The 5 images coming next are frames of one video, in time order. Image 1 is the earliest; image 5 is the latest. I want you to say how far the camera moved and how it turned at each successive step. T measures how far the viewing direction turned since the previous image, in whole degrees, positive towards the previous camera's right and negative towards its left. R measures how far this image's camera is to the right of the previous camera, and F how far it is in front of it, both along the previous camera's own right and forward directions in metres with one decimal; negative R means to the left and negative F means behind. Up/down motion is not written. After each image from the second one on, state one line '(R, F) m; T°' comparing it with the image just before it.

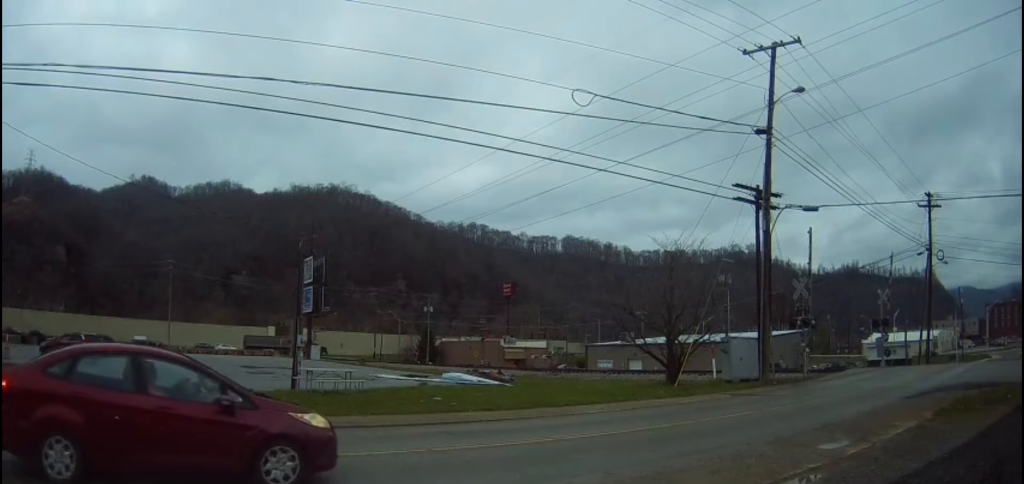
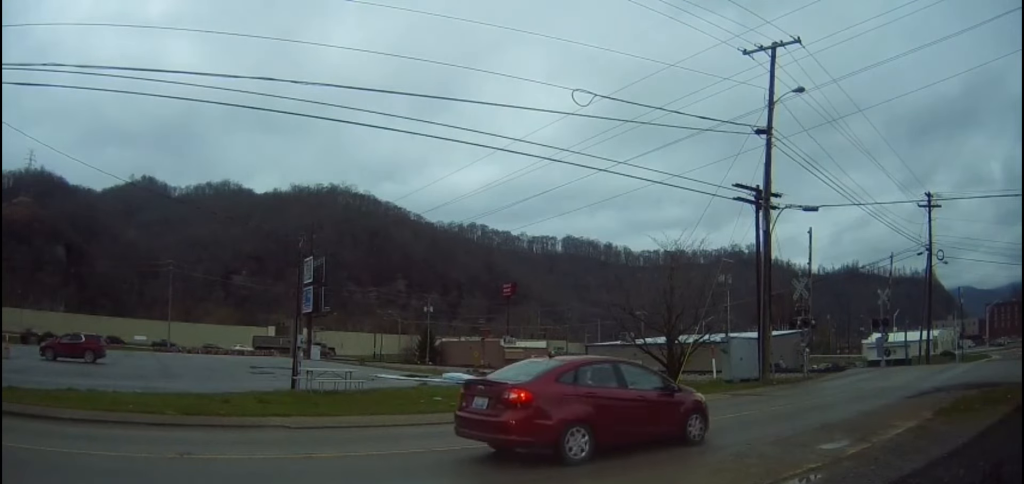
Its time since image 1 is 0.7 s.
(0.0, 0.0) m; 0°
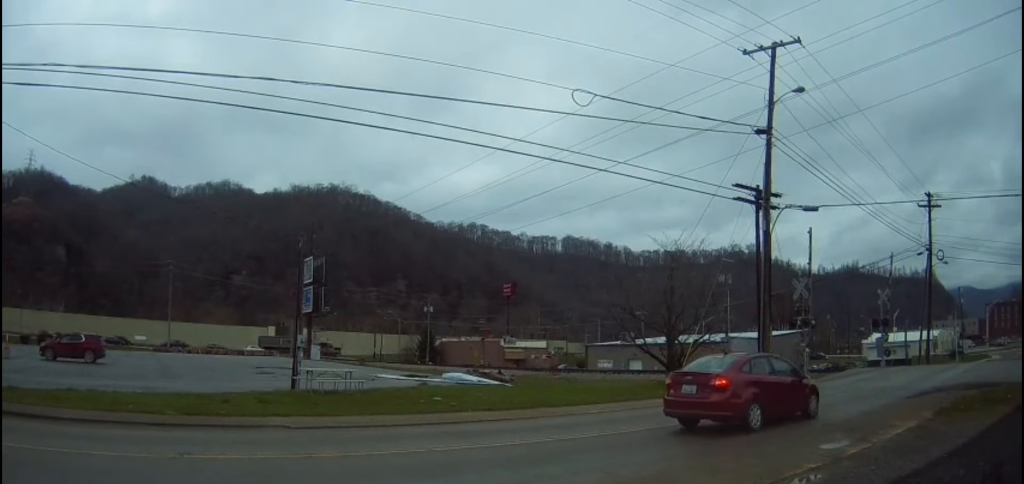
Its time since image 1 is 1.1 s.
(0.0, 0.0) m; 0°
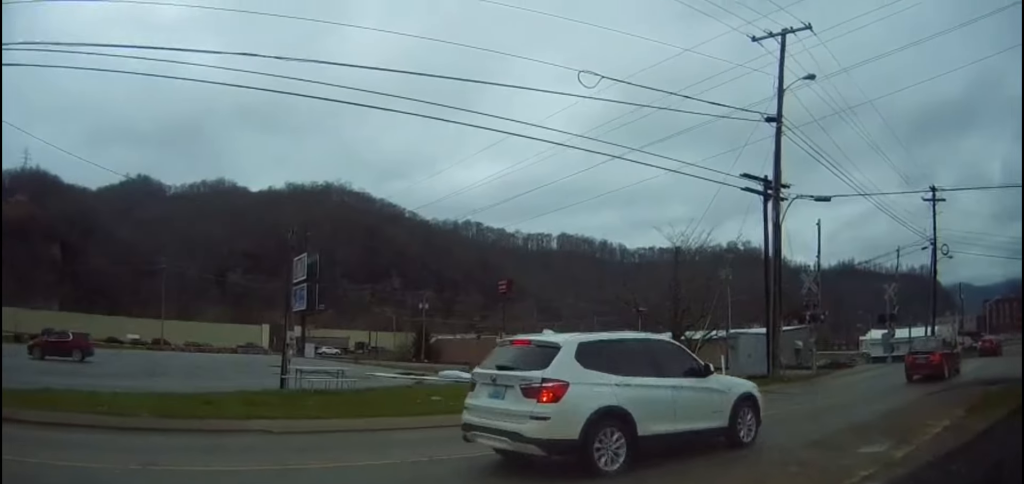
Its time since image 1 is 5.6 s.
(-0.3, +0.9) m; +1°
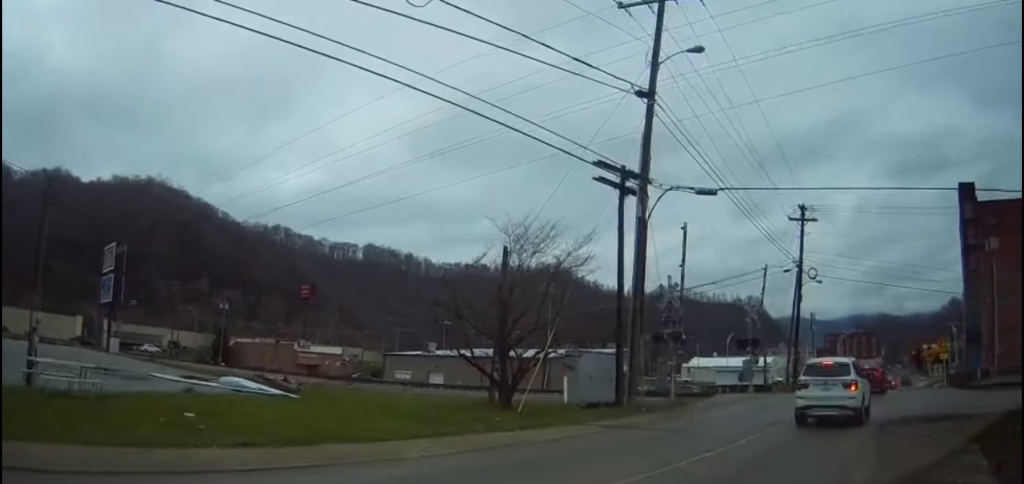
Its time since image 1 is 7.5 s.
(+0.3, +3.7) m; +17°
